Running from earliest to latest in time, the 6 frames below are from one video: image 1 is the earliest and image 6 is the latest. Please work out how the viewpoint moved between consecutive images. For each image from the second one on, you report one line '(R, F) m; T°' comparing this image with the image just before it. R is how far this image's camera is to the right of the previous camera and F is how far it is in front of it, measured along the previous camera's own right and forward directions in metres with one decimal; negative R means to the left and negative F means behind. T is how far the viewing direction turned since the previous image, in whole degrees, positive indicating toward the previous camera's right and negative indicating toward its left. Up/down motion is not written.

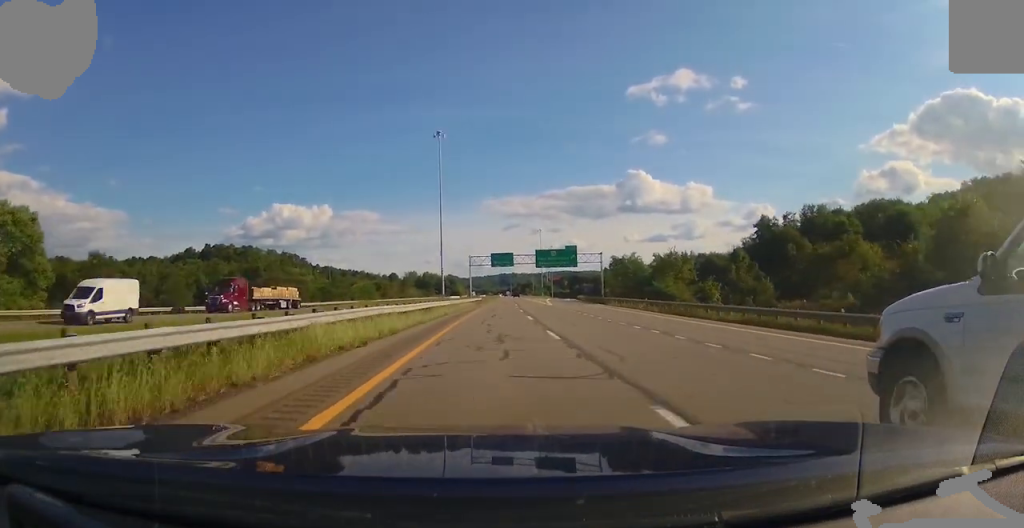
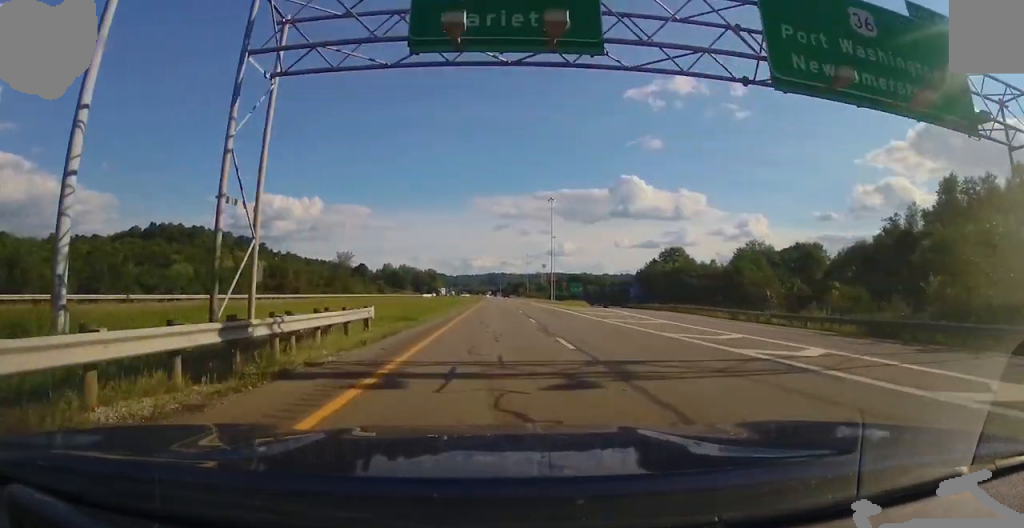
(+1.6, +89.1) m; +1°
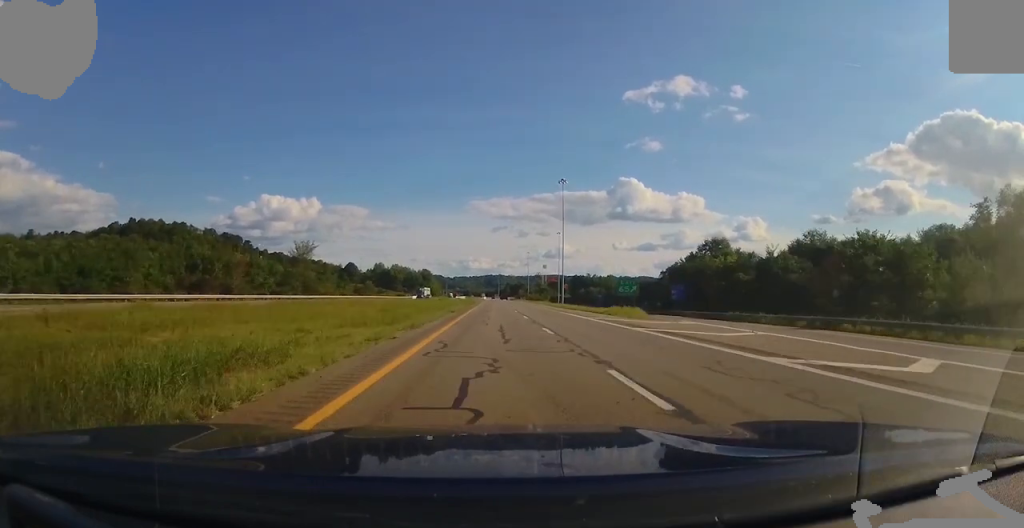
(-0.2, +31.6) m; -1°
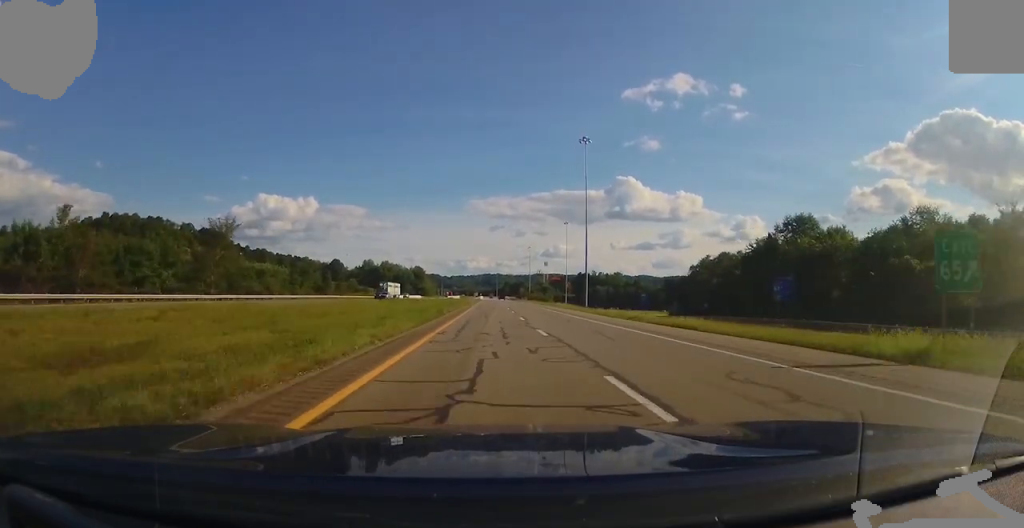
(-0.2, +37.7) m; 0°
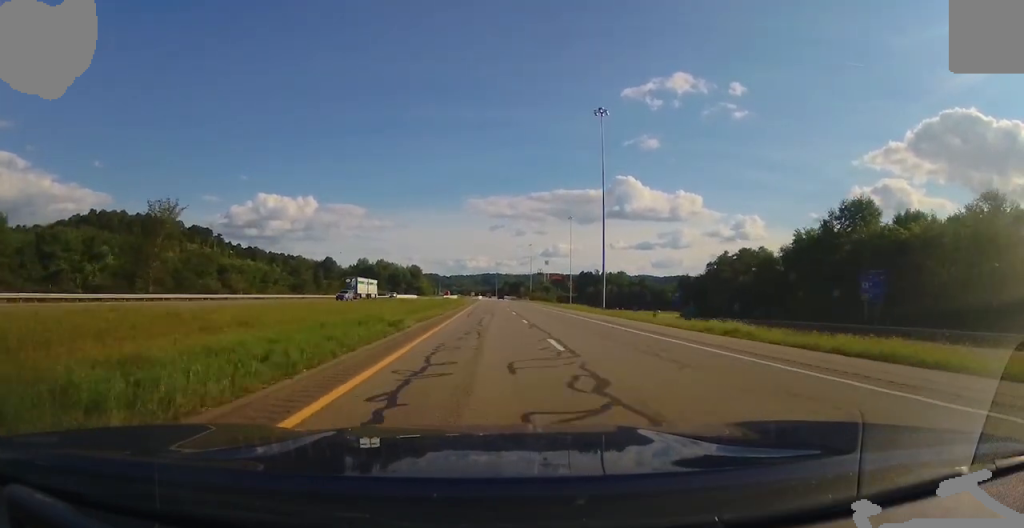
(0.0, +16.5) m; 0°
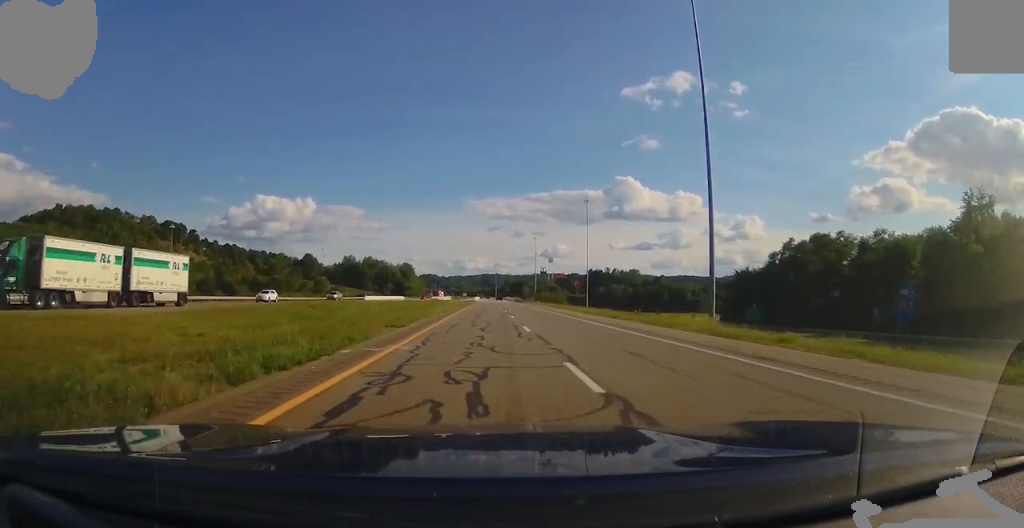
(+0.3, +42.9) m; +1°
